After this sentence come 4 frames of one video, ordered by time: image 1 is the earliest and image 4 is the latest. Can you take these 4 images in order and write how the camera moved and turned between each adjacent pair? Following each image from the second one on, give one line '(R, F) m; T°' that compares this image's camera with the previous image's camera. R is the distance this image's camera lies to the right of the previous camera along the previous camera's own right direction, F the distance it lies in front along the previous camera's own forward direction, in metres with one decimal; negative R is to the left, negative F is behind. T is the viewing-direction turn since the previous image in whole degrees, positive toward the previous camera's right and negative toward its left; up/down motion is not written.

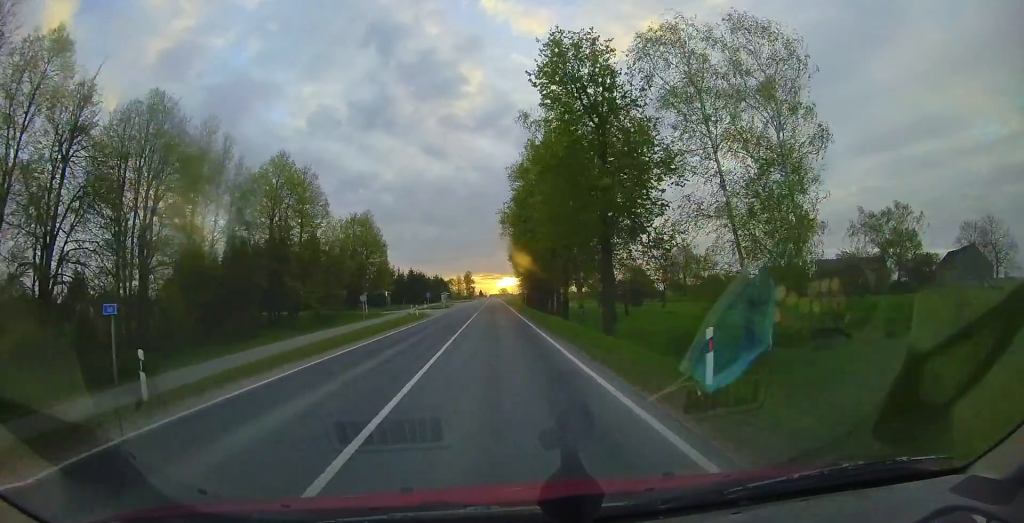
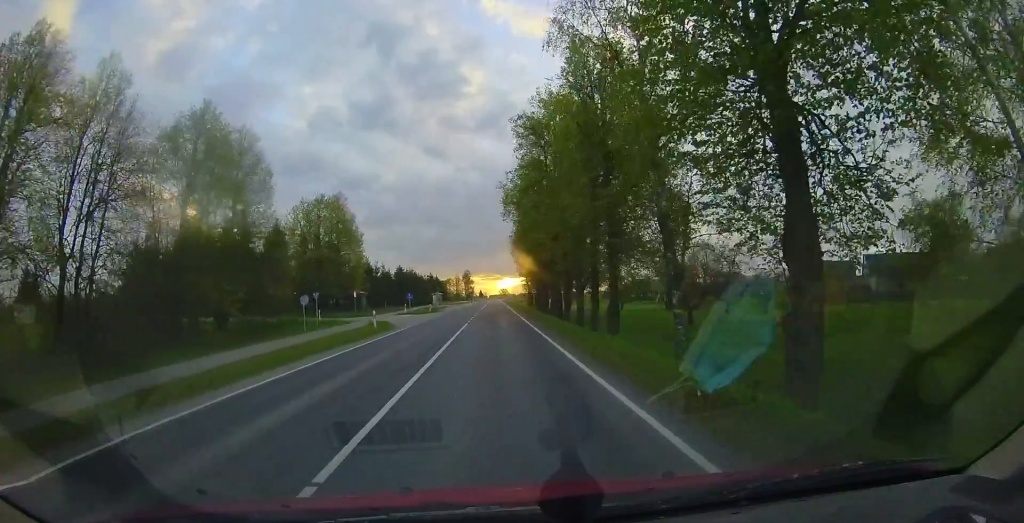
(-0.1, +11.0) m; 0°
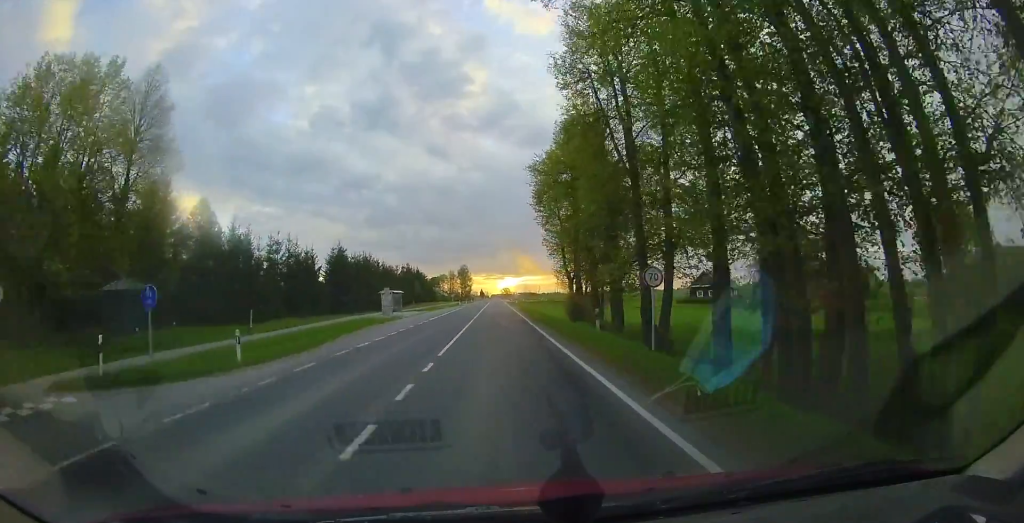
(0.0, +31.6) m; 0°
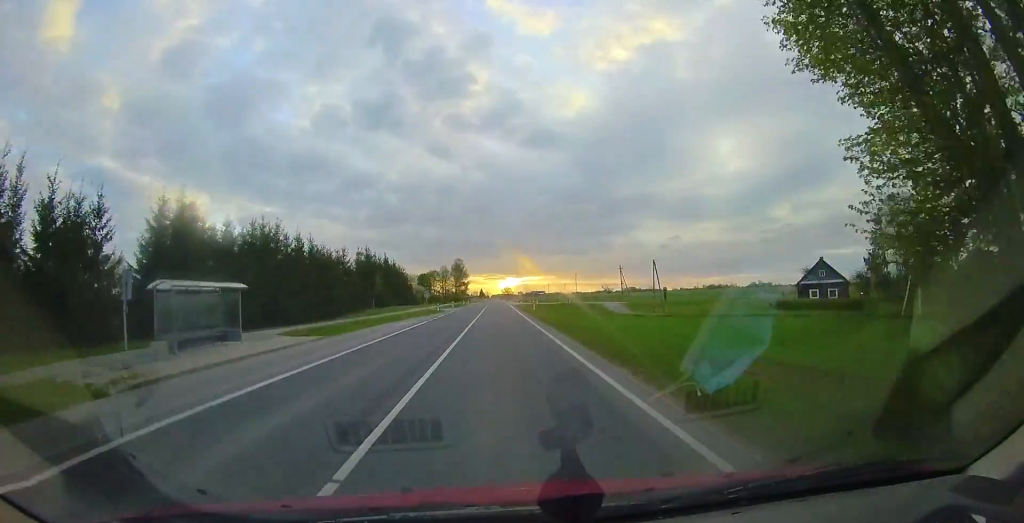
(-0.2, +25.9) m; 0°
